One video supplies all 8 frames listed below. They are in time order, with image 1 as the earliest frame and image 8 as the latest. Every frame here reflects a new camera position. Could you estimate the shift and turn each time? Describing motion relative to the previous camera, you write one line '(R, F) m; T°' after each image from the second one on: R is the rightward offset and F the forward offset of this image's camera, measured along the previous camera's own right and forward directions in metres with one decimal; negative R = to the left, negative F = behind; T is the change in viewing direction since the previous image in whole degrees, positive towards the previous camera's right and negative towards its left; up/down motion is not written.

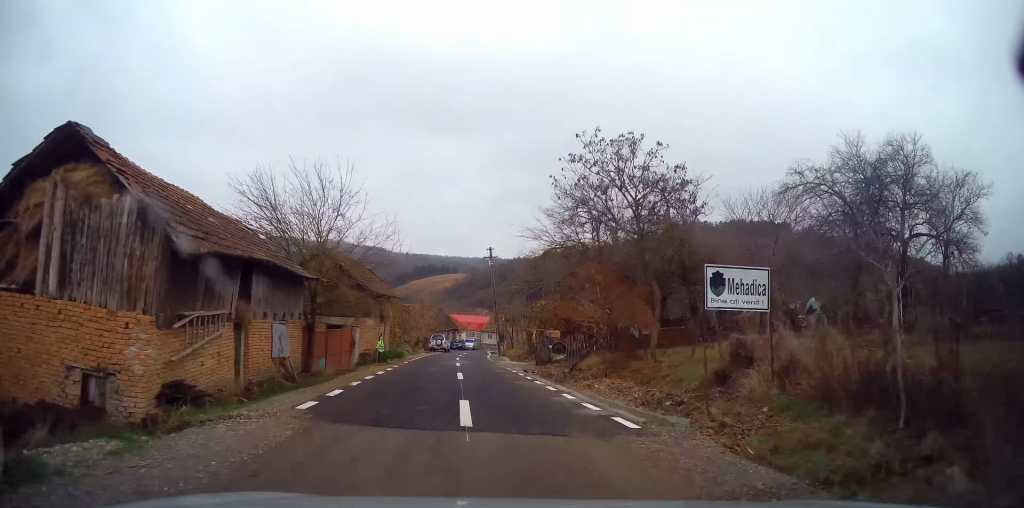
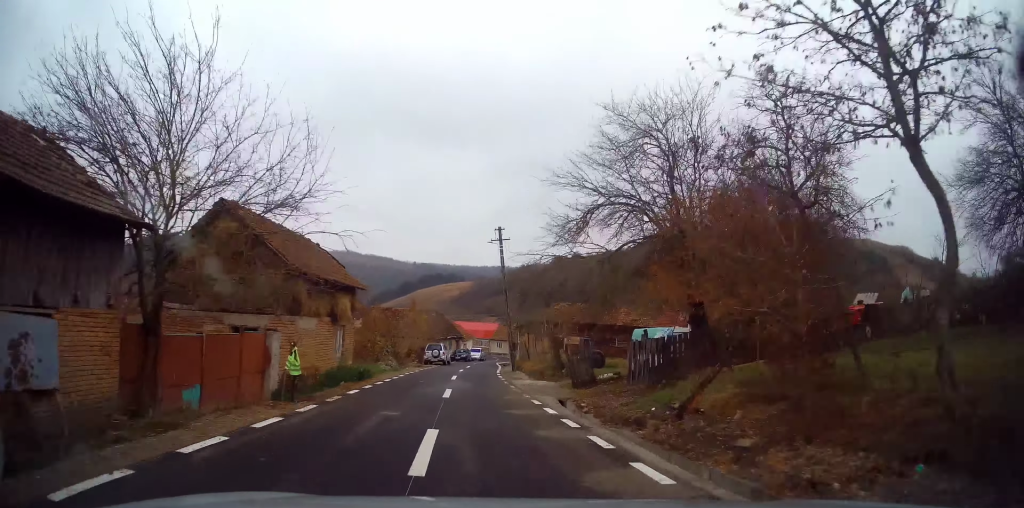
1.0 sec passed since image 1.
(+0.5, +11.4) m; 0°
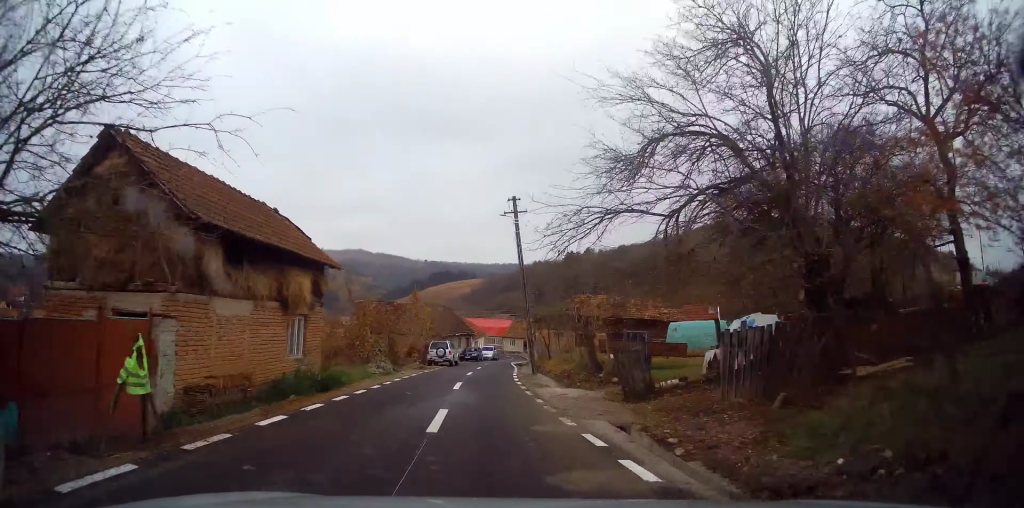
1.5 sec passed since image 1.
(-0.1, +6.2) m; -1°
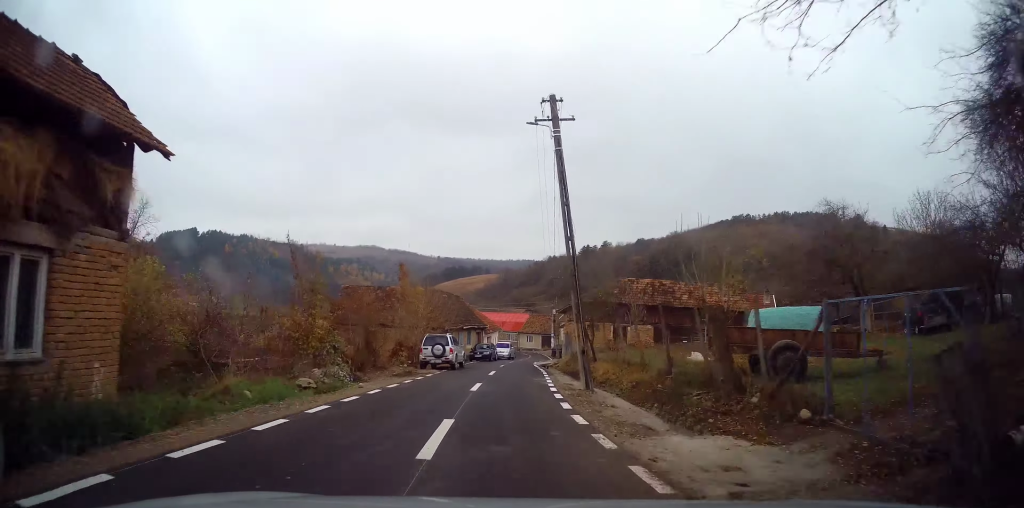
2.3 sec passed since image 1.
(-0.3, +10.7) m; -2°
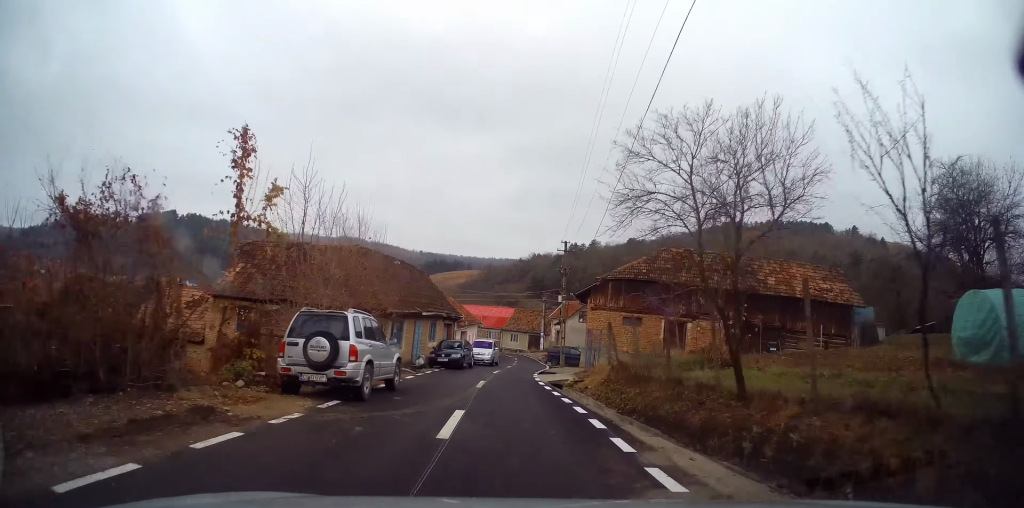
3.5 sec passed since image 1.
(0.0, +15.8) m; +1°
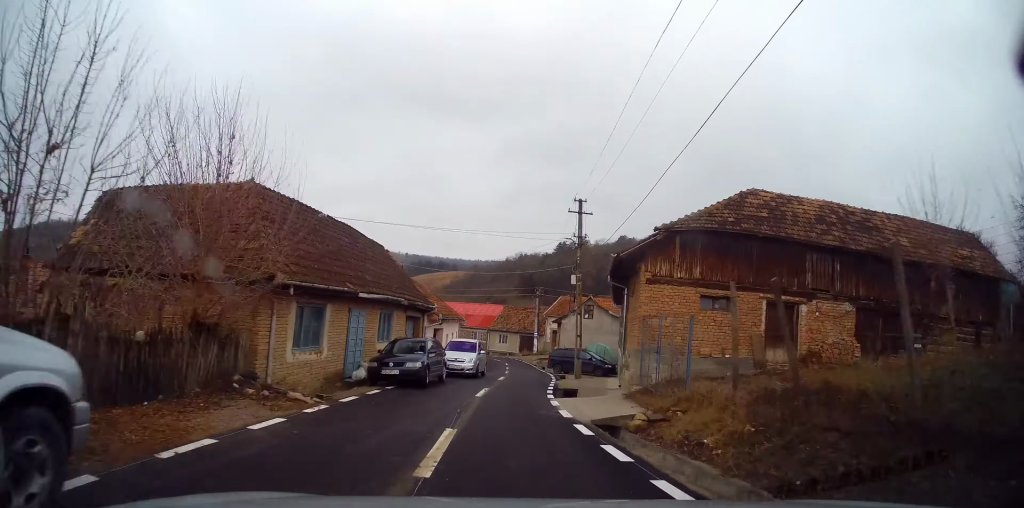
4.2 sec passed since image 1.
(0.0, +10.6) m; +2°
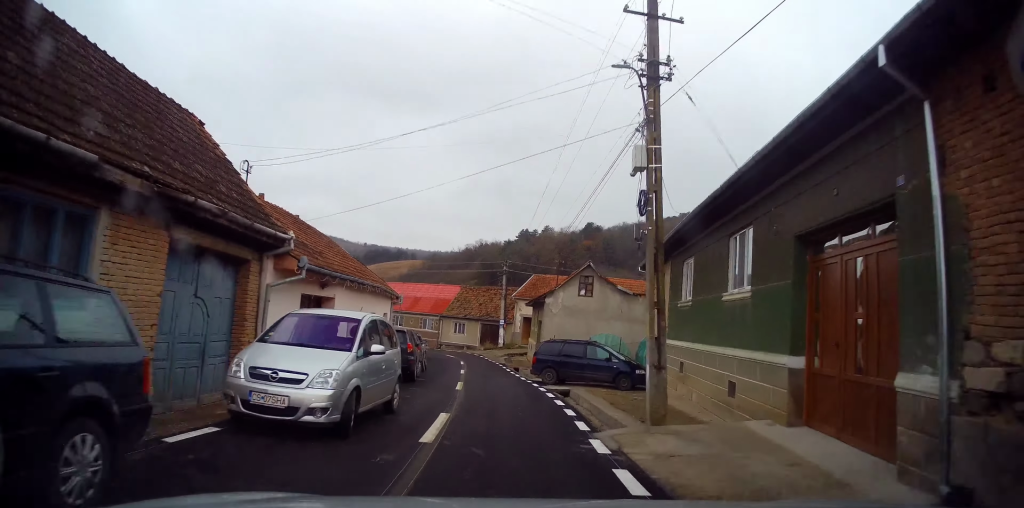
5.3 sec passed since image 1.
(+0.7, +15.4) m; +4°
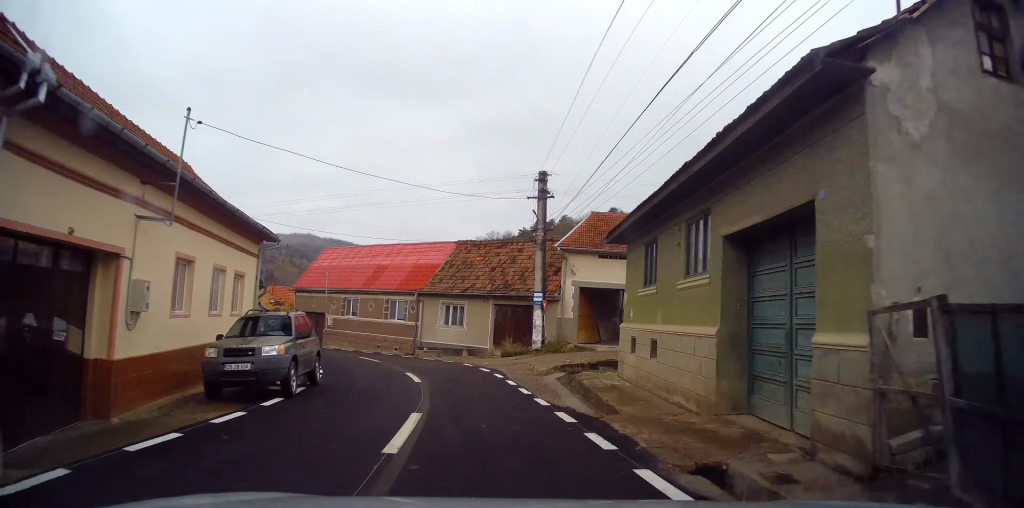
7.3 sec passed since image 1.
(-0.1, +25.8) m; -3°
